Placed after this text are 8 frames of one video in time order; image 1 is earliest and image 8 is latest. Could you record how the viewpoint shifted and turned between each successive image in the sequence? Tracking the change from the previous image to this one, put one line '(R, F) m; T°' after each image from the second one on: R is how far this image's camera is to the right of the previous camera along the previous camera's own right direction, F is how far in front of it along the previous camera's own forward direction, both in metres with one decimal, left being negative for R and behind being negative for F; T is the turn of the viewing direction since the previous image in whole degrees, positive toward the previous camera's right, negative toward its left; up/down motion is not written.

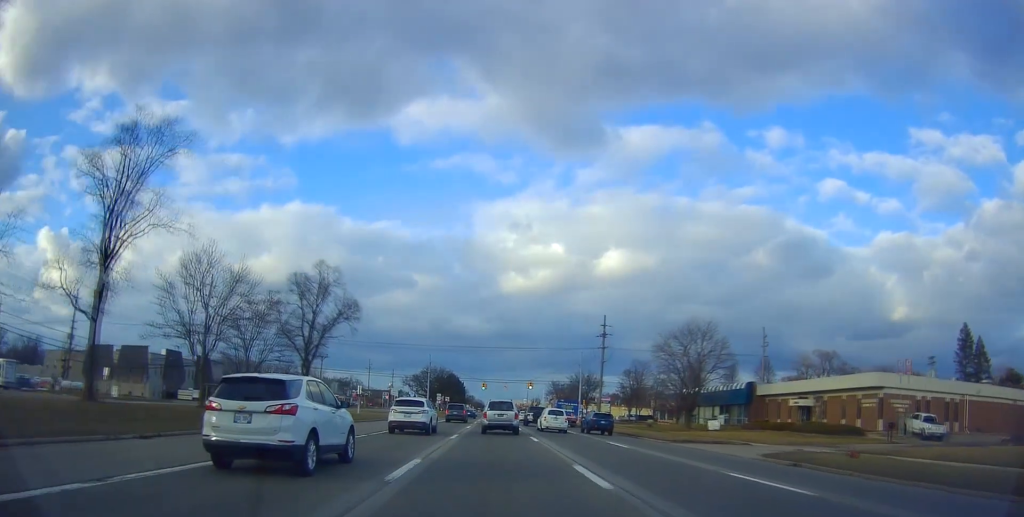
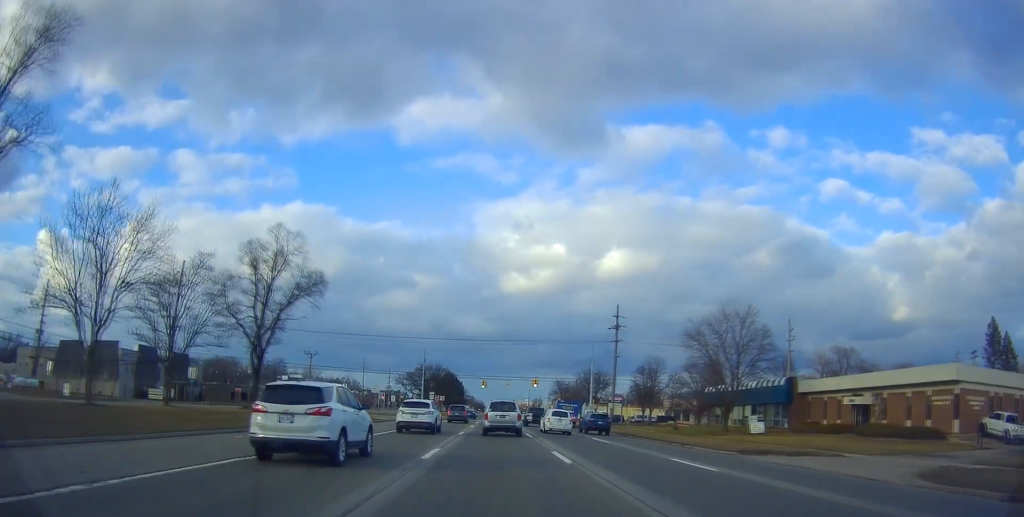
(+0.2, +10.7) m; -2°
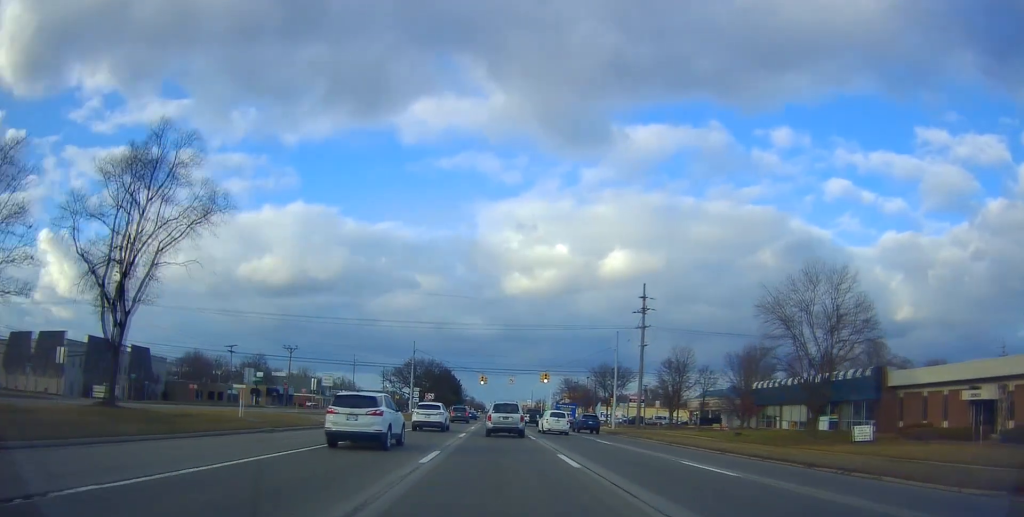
(-0.8, +16.1) m; -1°
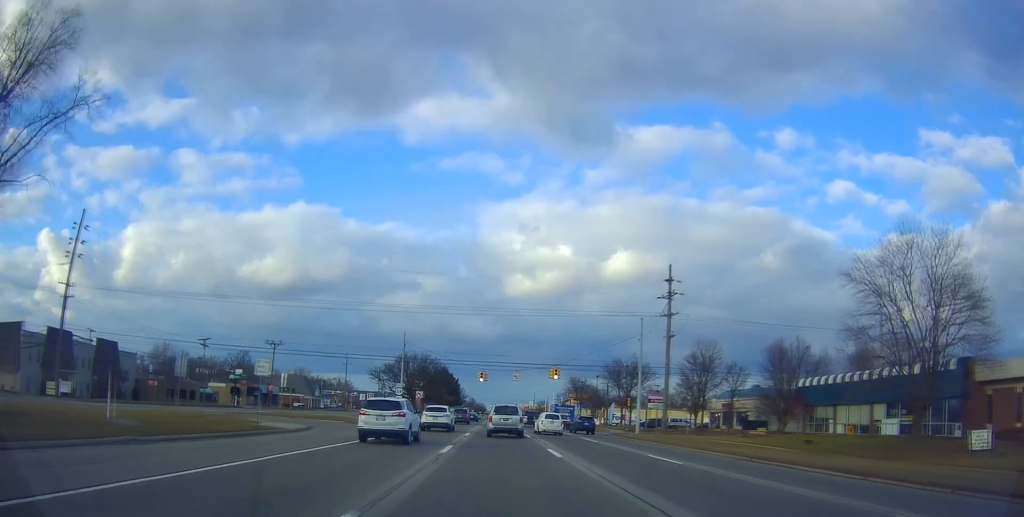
(+0.7, +10.5) m; +3°
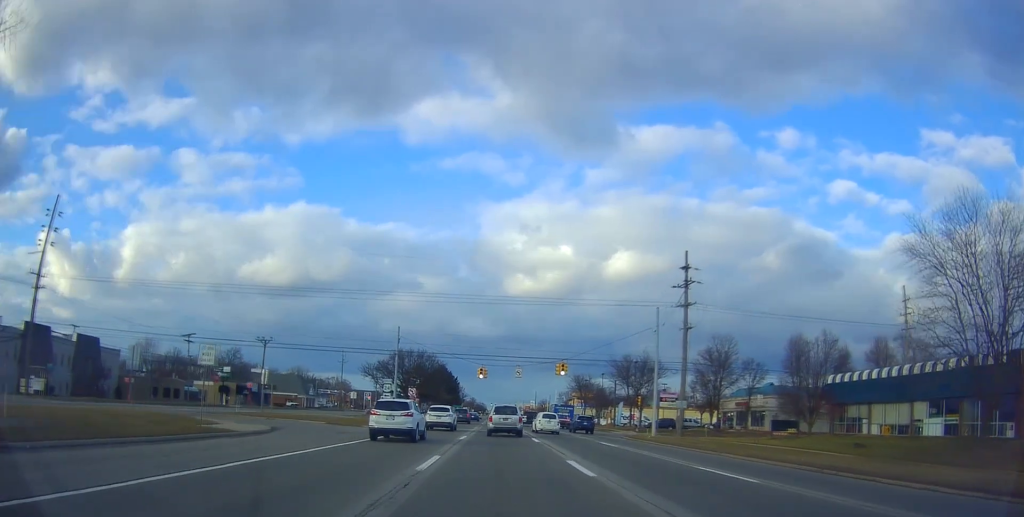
(0.0, +5.3) m; -1°
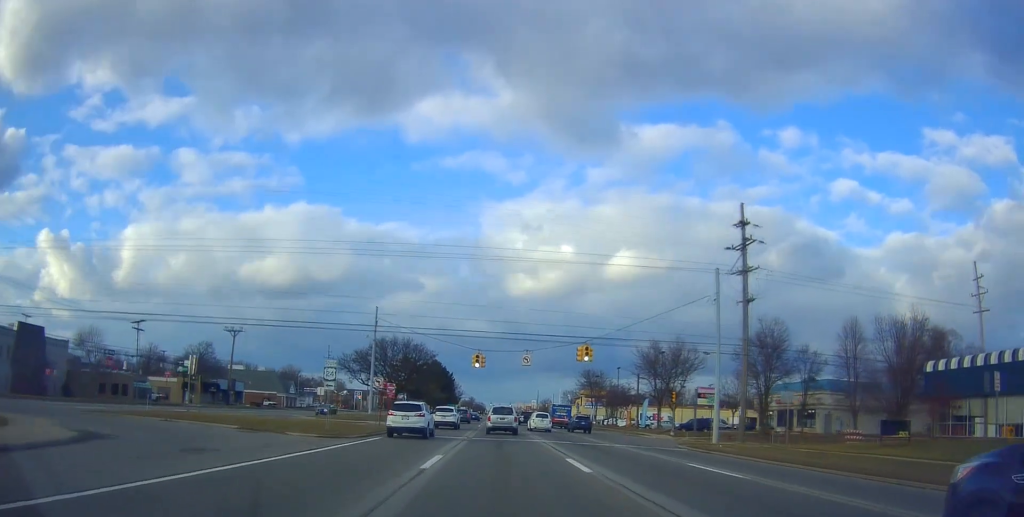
(-0.4, +14.0) m; 0°
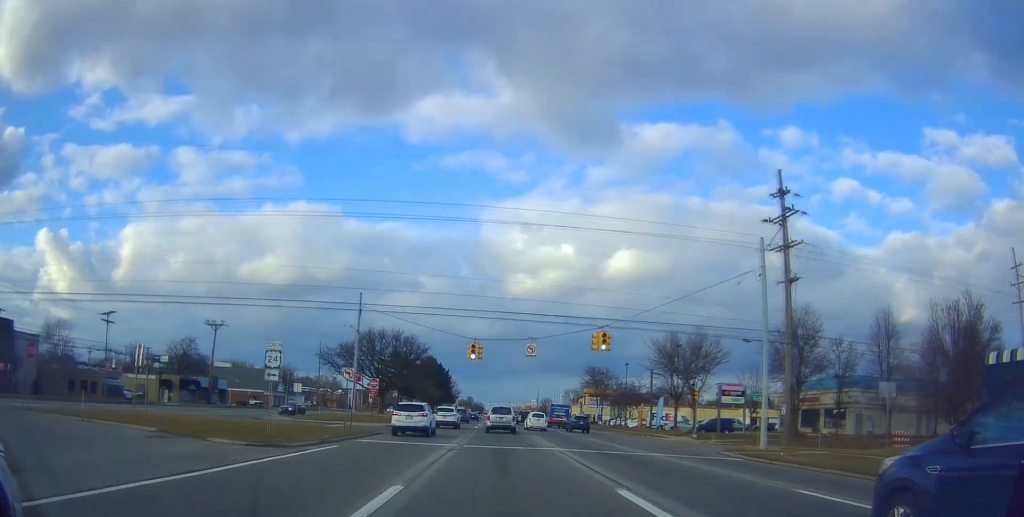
(+0.2, +7.1) m; +1°
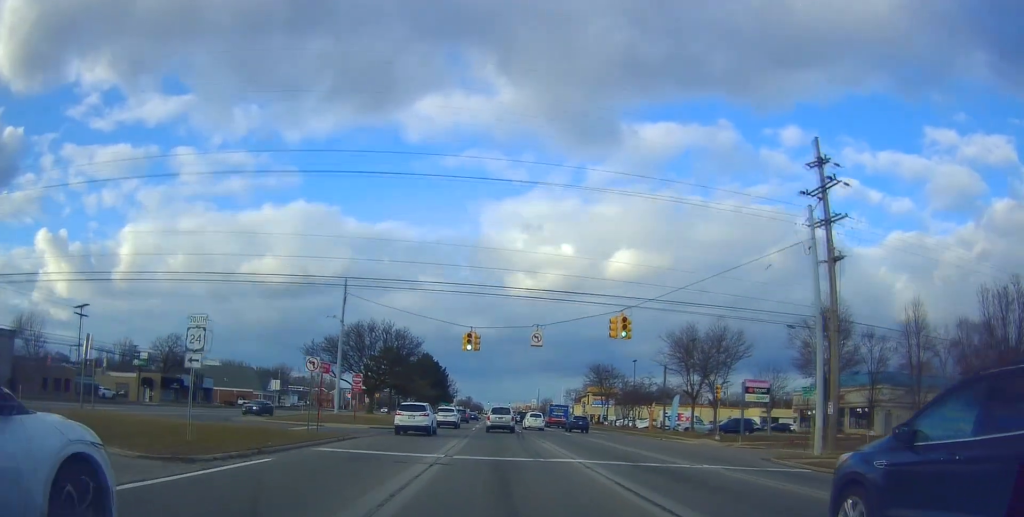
(+0.1, +5.4) m; +1°
